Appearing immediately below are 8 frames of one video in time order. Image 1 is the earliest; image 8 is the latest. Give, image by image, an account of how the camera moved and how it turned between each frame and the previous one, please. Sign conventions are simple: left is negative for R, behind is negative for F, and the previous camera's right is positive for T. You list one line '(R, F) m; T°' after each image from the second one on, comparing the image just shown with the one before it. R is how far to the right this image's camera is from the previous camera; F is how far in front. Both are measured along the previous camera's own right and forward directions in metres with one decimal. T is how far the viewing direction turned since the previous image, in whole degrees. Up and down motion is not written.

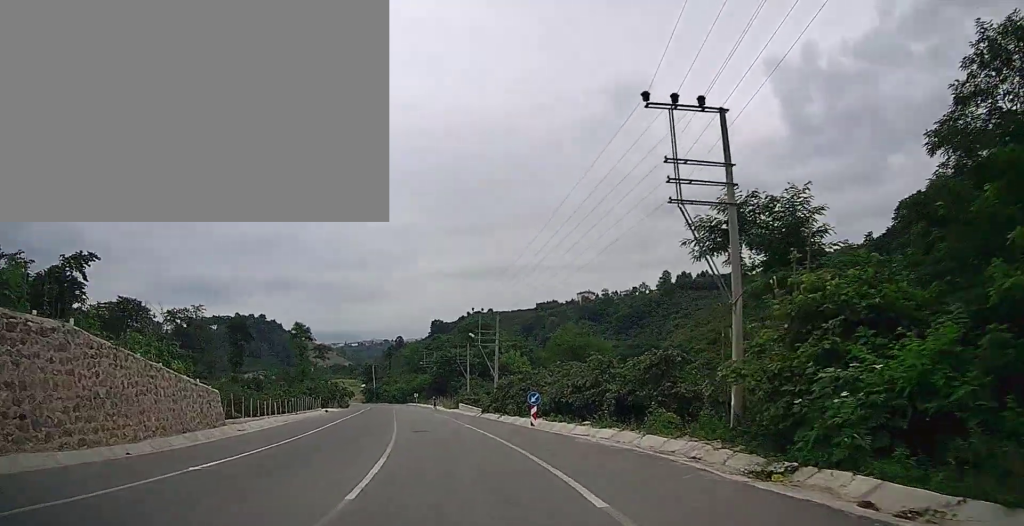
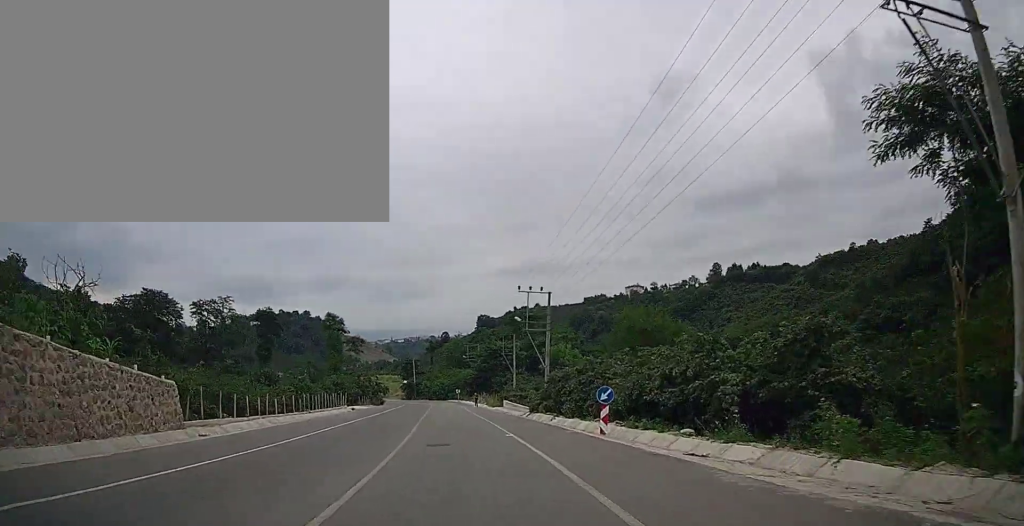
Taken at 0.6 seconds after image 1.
(-0.3, +7.4) m; -5°
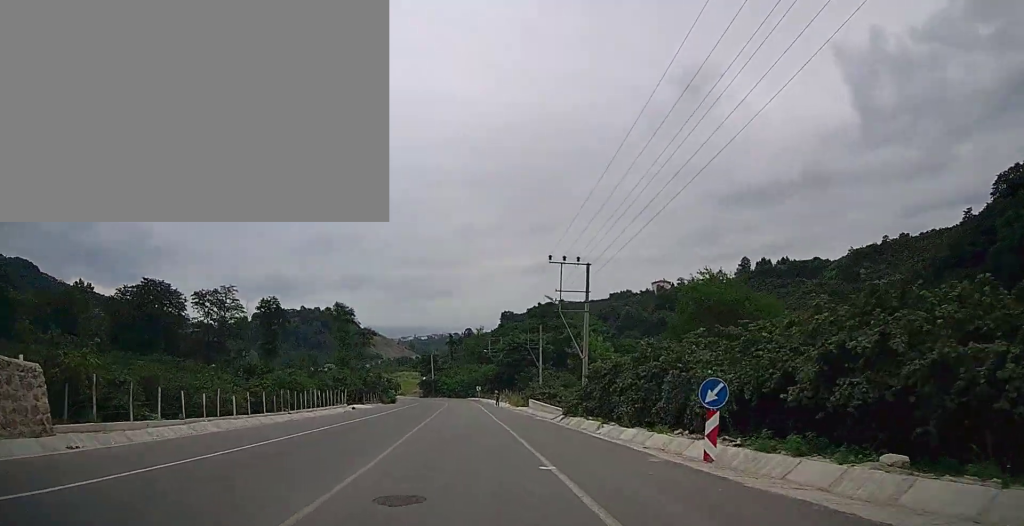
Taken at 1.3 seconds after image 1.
(-0.5, +8.6) m; -4°
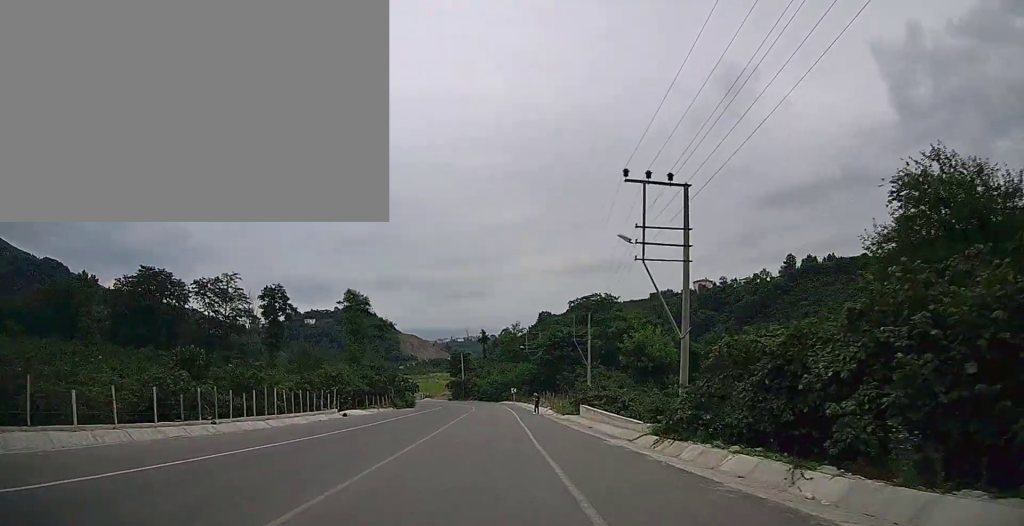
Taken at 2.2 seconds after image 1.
(-0.5, +12.1) m; -3°
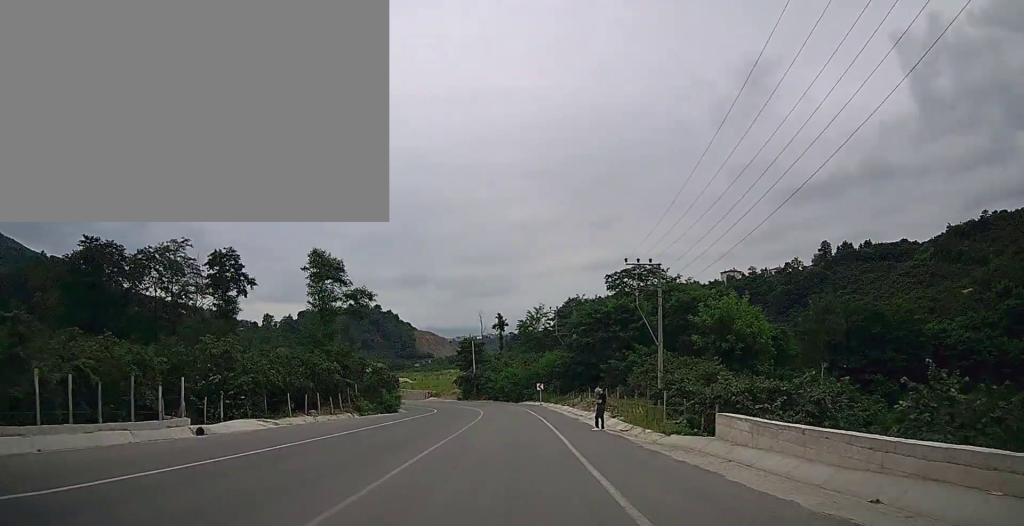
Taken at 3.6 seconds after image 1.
(-0.3, +20.7) m; -2°
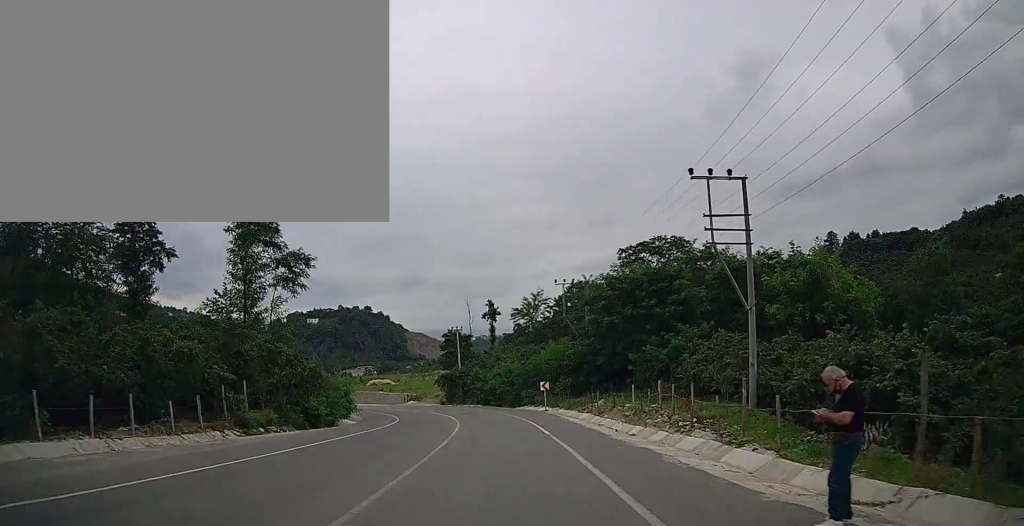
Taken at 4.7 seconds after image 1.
(-0.4, +15.1) m; -1°
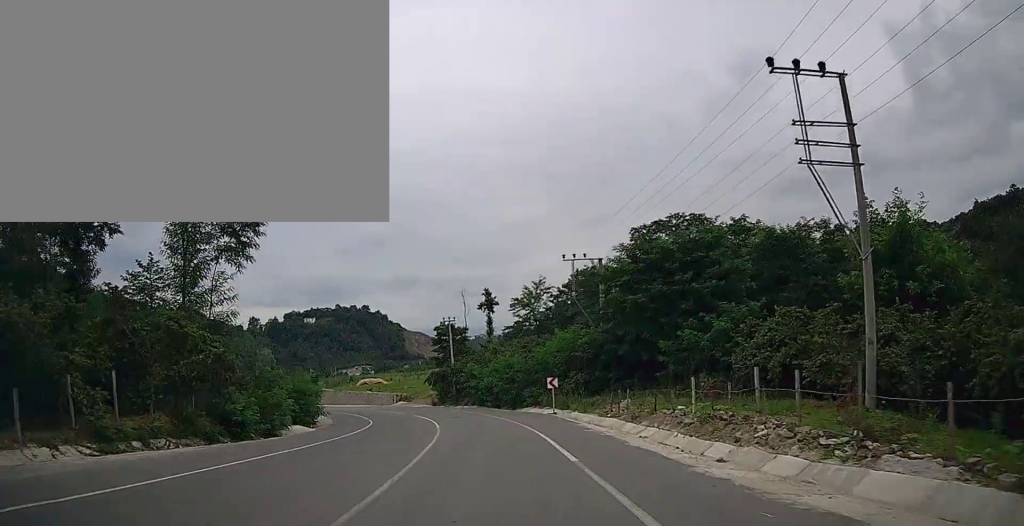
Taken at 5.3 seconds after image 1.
(+0.1, +8.7) m; 0°
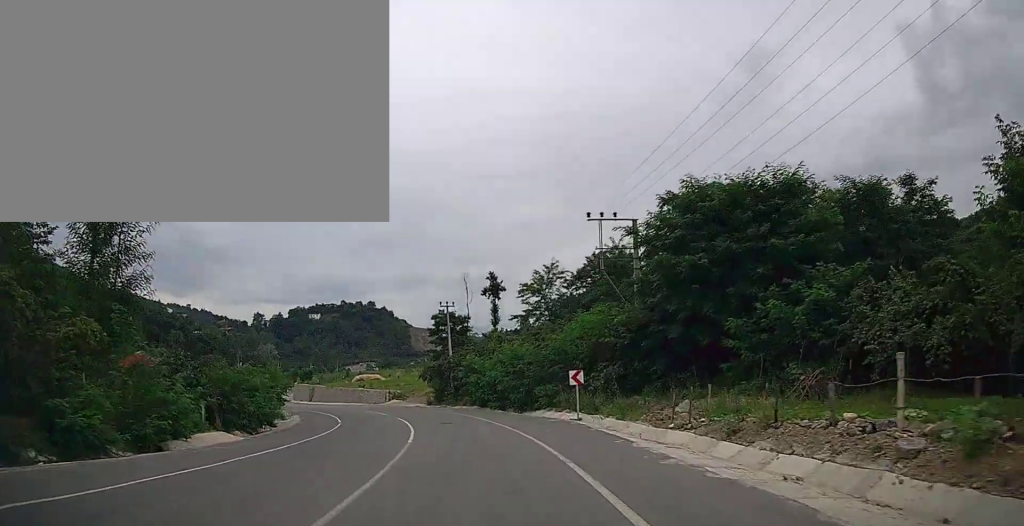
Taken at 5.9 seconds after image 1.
(+0.1, +9.2) m; -1°
